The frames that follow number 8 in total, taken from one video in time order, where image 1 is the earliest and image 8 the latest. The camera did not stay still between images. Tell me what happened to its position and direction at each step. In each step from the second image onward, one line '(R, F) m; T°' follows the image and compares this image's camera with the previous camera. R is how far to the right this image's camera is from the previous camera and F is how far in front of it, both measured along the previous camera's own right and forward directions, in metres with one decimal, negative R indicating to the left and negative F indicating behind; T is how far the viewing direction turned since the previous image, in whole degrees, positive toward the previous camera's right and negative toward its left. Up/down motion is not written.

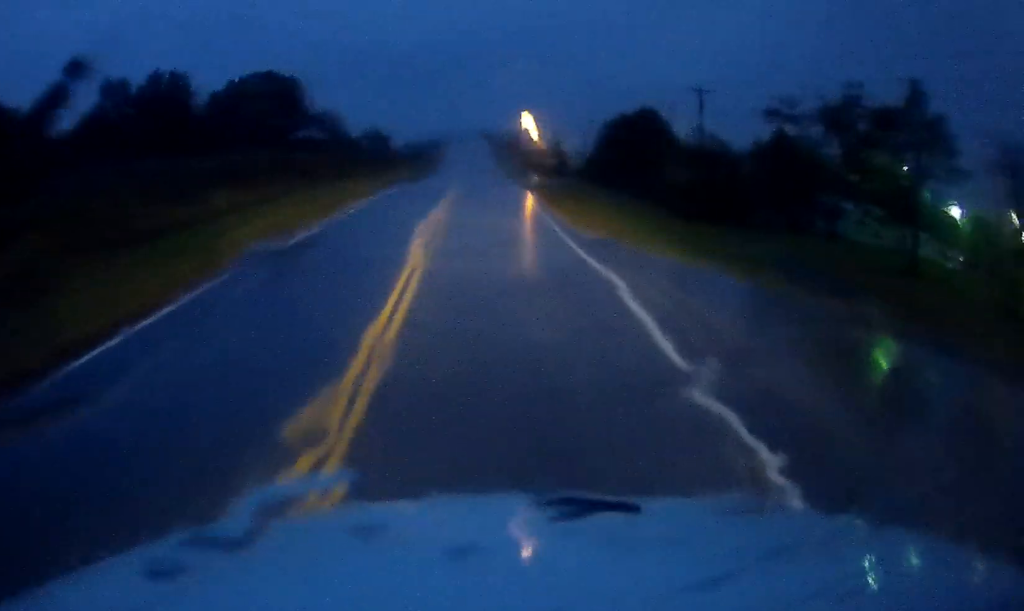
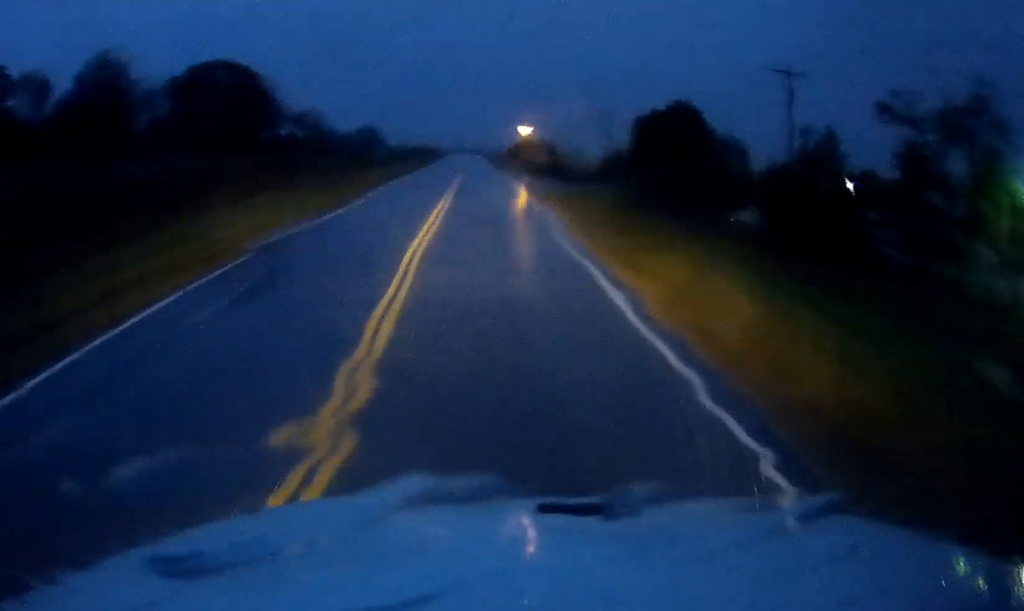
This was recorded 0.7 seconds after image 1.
(0.0, +17.5) m; 0°
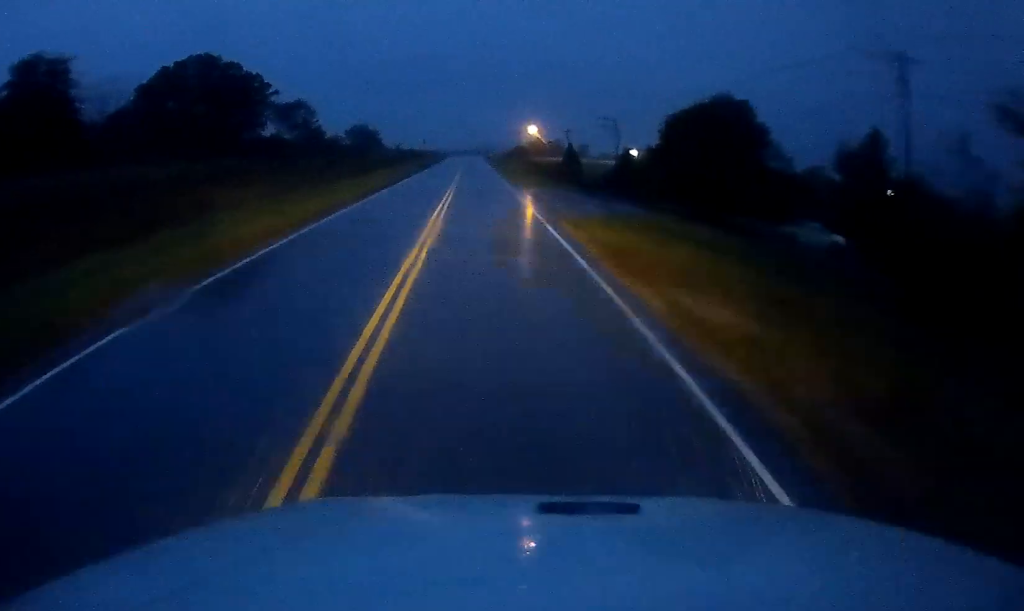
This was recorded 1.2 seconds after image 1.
(0.0, +11.9) m; 0°
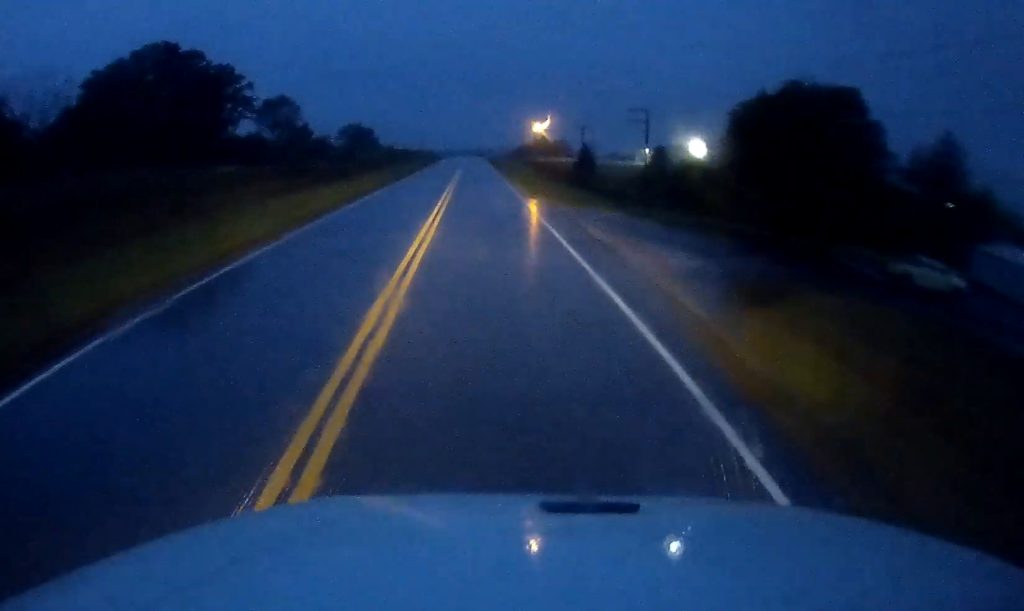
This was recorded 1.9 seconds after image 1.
(-0.2, +15.1) m; 0°
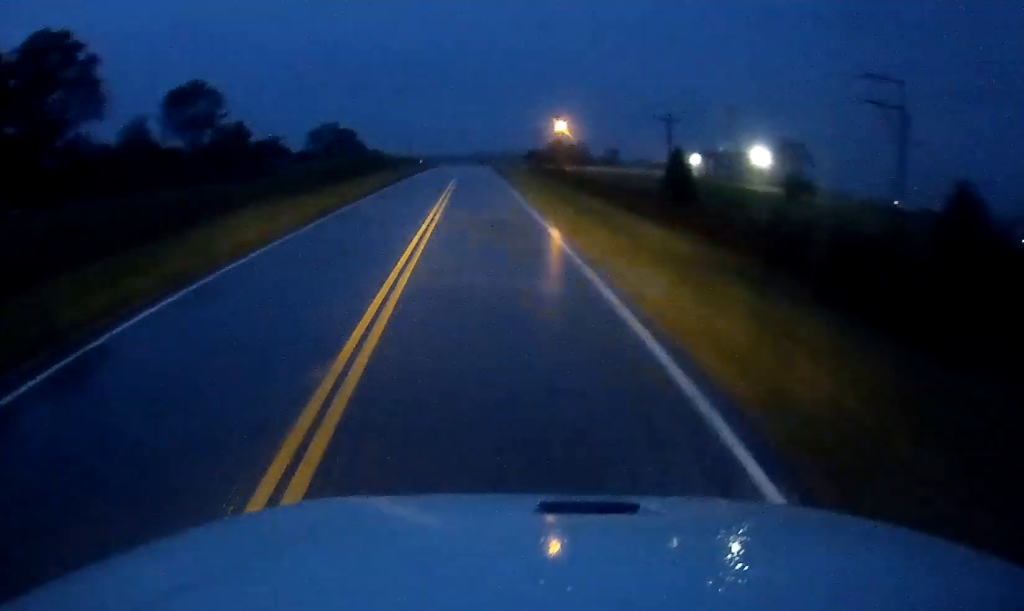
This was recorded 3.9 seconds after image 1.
(+0.4, +47.7) m; 0°
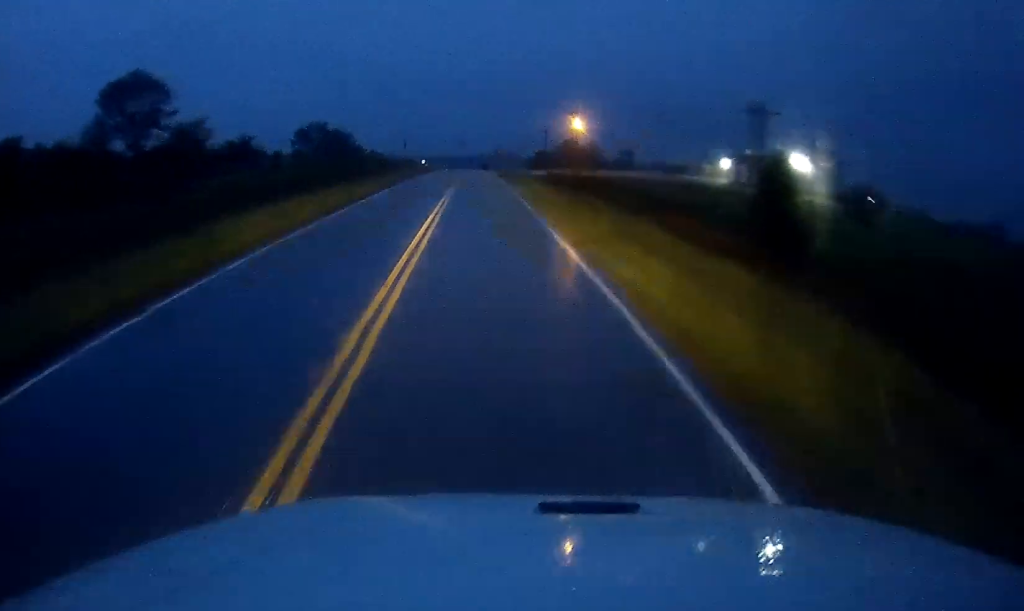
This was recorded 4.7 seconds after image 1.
(0.0, +20.0) m; 0°
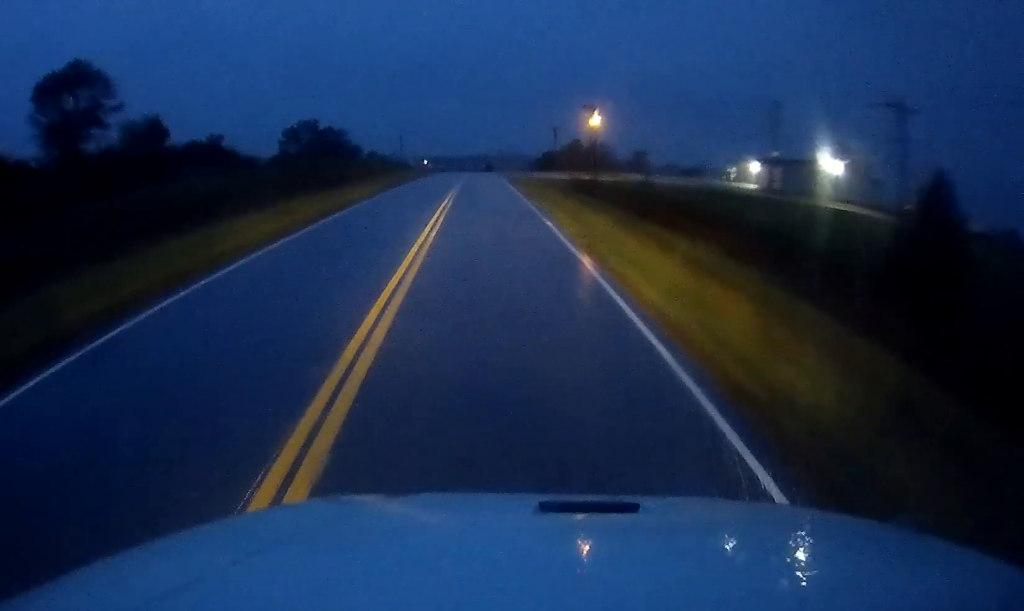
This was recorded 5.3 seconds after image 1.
(0.0, +15.3) m; 0°
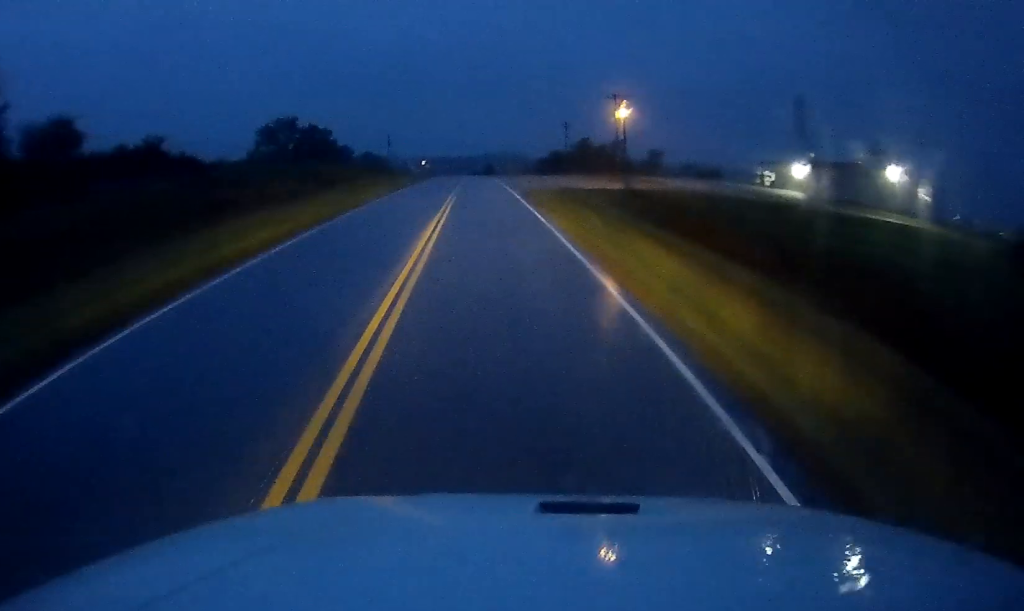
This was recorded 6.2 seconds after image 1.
(0.0, +21.2) m; 0°
